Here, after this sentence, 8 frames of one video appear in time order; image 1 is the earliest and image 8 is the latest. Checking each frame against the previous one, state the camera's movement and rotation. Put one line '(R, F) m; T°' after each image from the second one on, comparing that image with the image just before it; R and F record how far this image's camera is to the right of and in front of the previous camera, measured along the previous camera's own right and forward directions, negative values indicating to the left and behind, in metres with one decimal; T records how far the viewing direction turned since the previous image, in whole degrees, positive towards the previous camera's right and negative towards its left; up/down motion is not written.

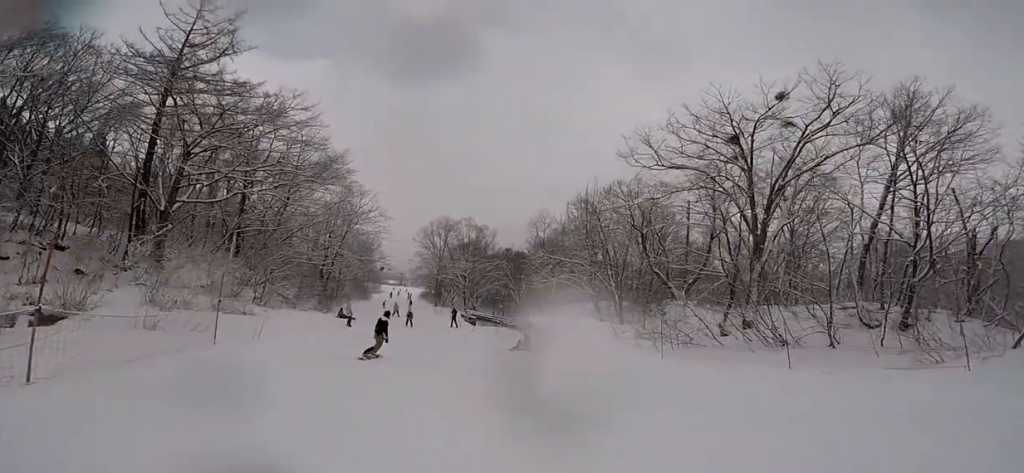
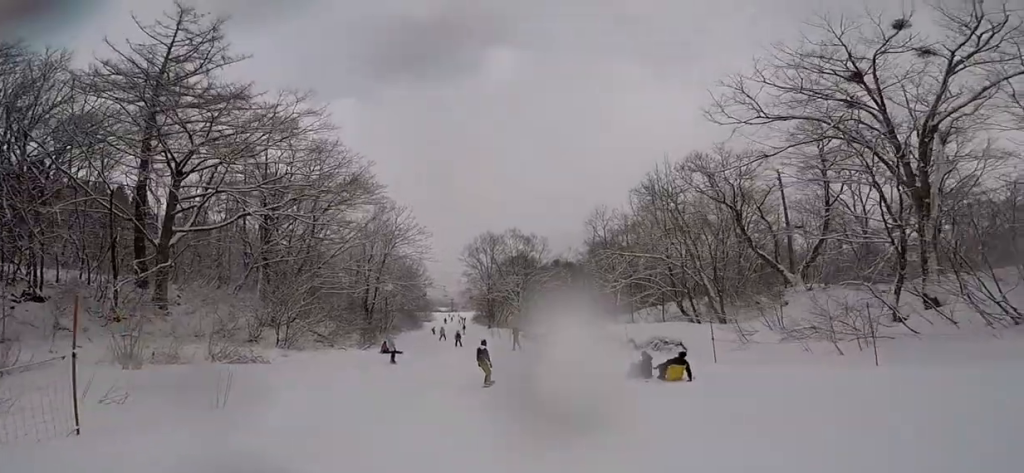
(+0.7, +6.2) m; +5°
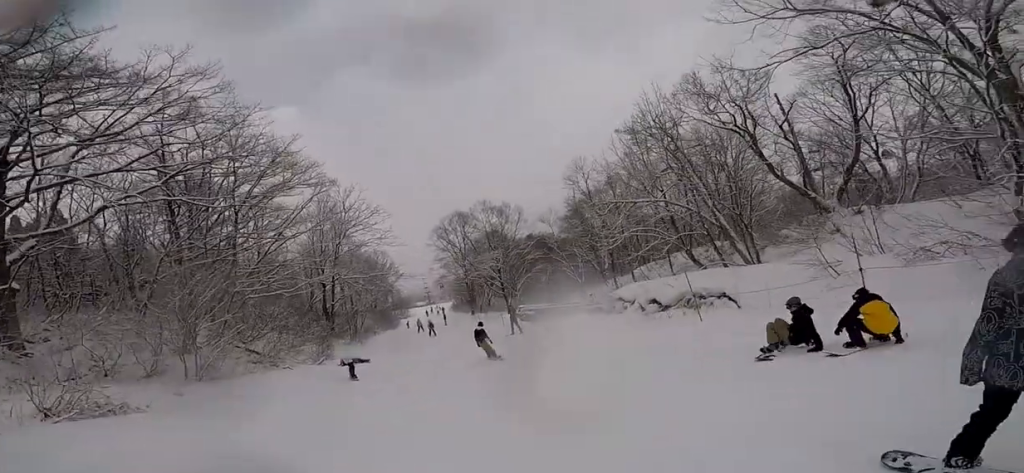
(-0.2, +6.3) m; -7°
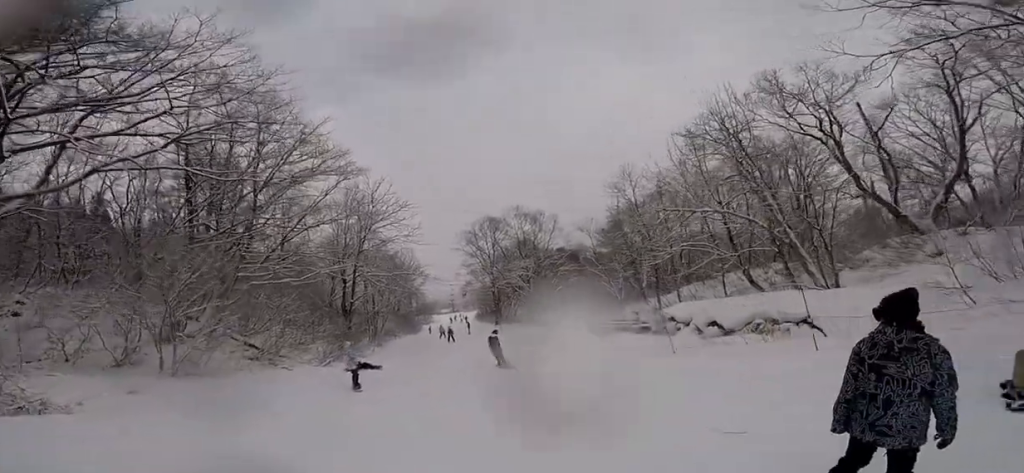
(-0.2, +2.9) m; -5°
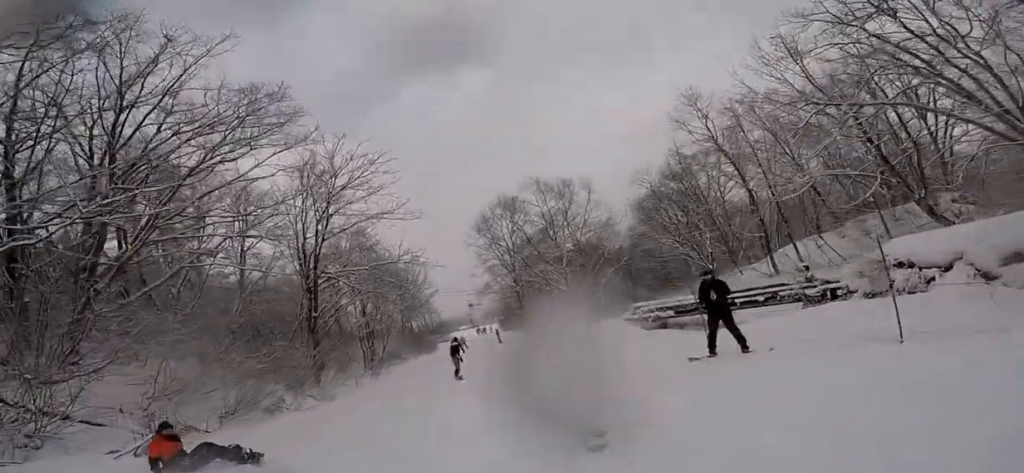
(-0.2, +11.3) m; -1°
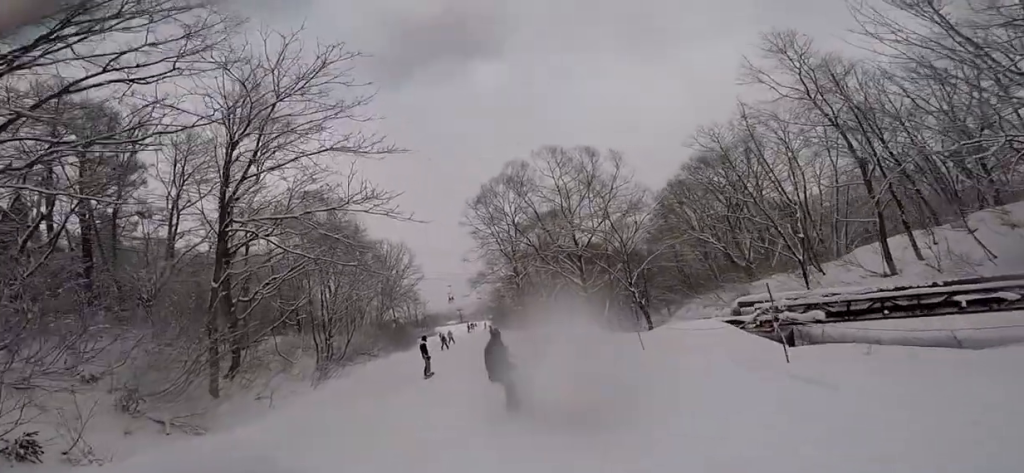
(0.0, +7.5) m; 0°
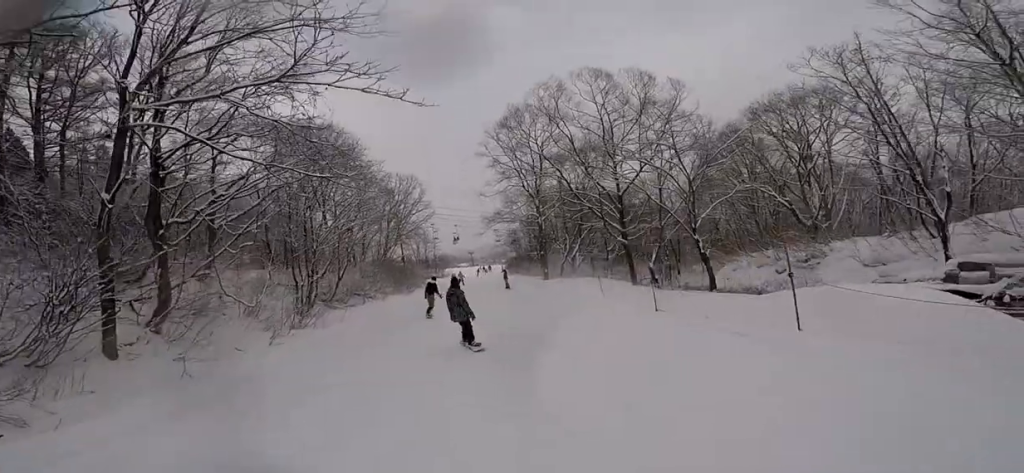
(0.0, +4.8) m; 0°
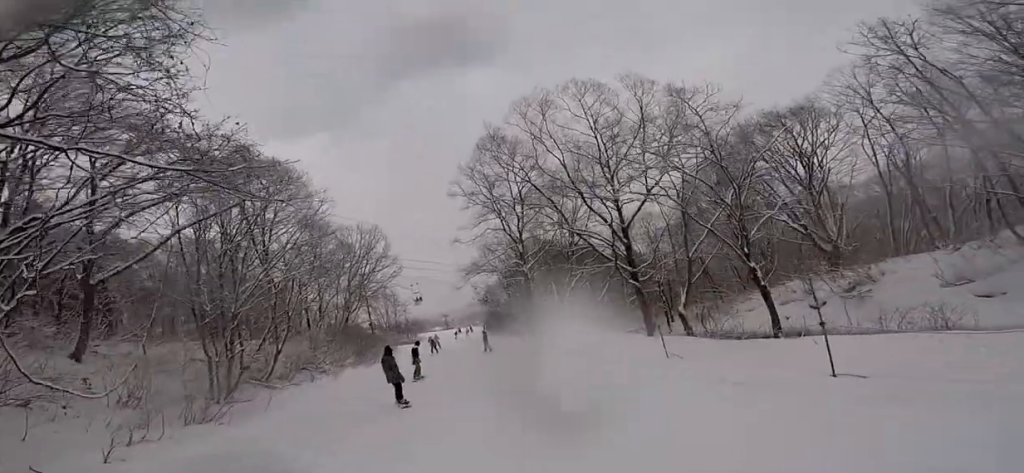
(0.0, +5.4) m; +10°
